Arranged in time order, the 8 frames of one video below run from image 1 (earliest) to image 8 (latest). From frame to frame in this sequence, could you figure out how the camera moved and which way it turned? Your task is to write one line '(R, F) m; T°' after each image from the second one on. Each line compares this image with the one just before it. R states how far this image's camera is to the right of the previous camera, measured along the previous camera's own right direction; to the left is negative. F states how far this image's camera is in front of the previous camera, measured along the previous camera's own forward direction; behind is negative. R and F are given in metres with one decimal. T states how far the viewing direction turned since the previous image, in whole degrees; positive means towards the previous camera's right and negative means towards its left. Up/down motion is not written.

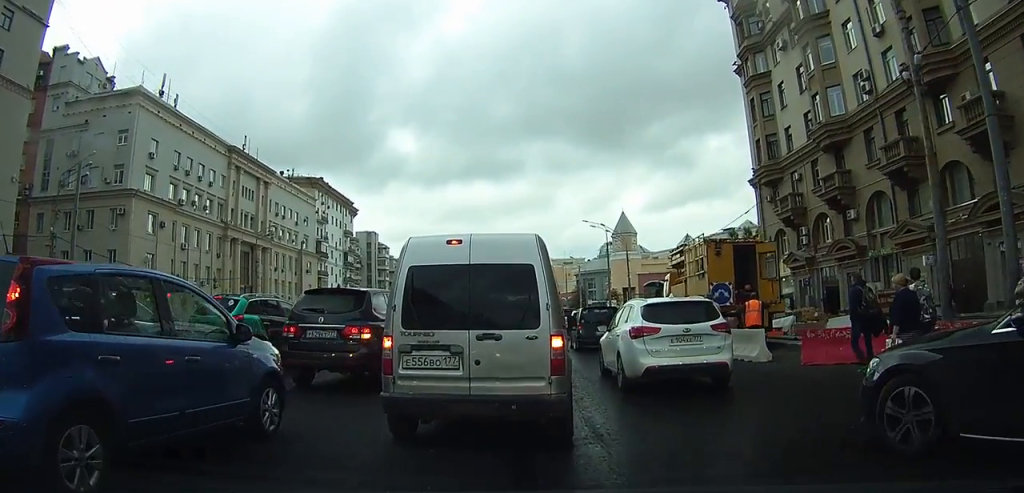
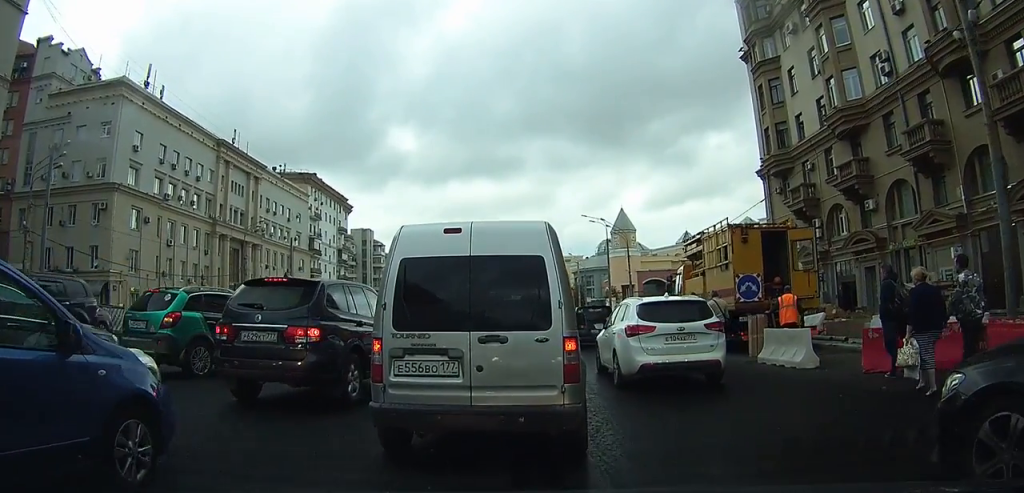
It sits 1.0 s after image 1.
(0.0, +2.7) m; 0°
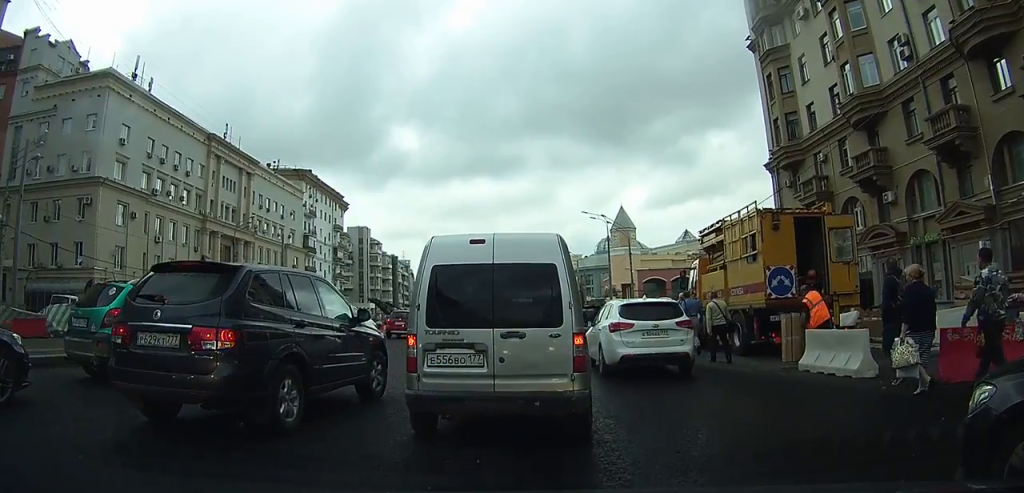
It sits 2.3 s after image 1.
(-0.1, +3.1) m; -5°
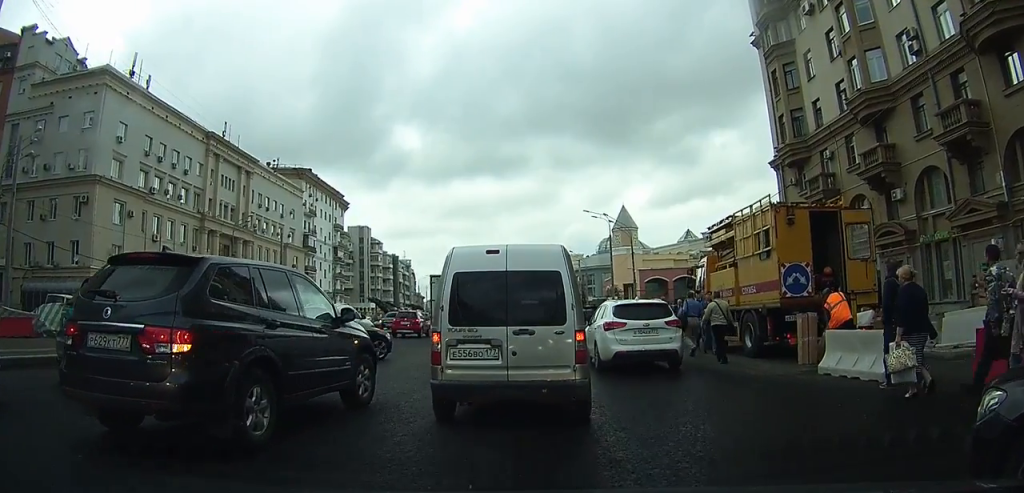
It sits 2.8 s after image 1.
(-0.1, +1.1) m; -1°
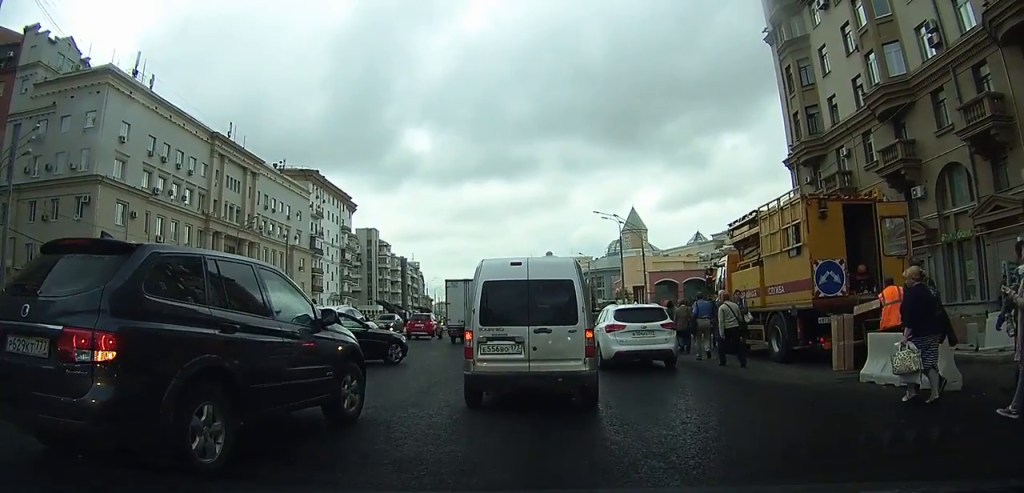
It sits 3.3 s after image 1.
(0.0, +1.5) m; 0°
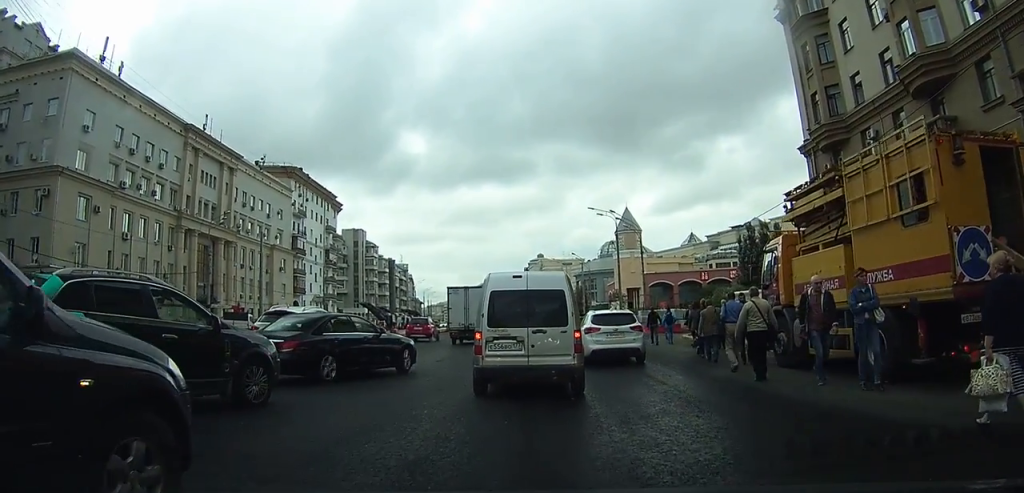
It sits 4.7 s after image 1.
(+0.1, +4.6) m; +4°
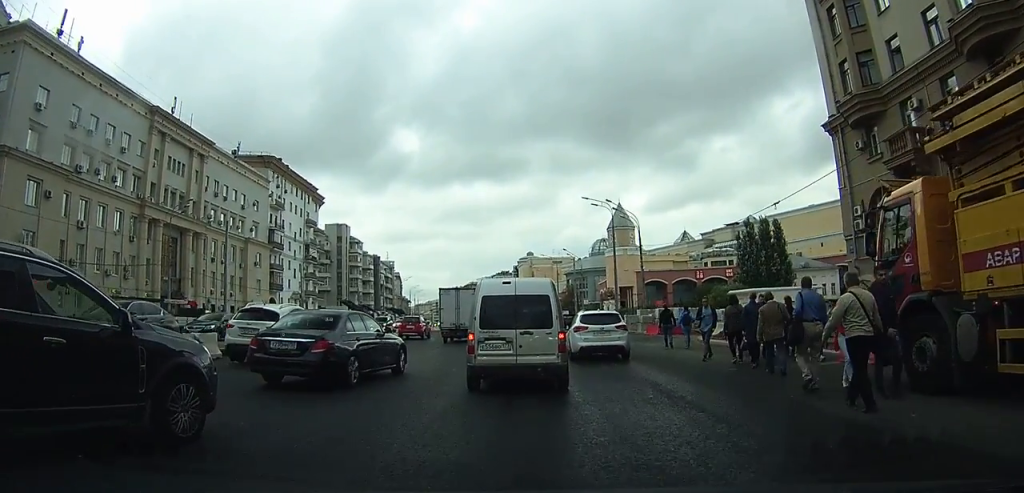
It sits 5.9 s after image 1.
(+0.2, +5.4) m; +4°
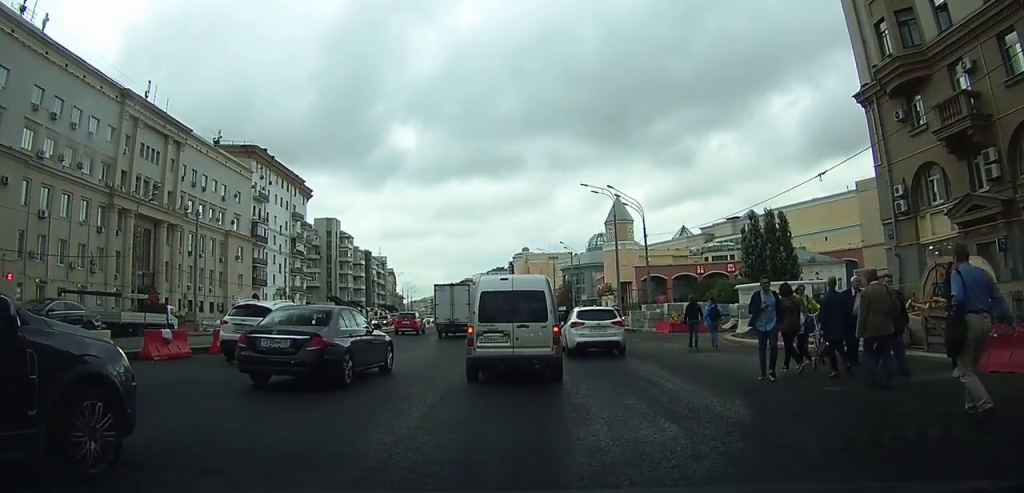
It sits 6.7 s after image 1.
(+0.1, +4.9) m; +1°
